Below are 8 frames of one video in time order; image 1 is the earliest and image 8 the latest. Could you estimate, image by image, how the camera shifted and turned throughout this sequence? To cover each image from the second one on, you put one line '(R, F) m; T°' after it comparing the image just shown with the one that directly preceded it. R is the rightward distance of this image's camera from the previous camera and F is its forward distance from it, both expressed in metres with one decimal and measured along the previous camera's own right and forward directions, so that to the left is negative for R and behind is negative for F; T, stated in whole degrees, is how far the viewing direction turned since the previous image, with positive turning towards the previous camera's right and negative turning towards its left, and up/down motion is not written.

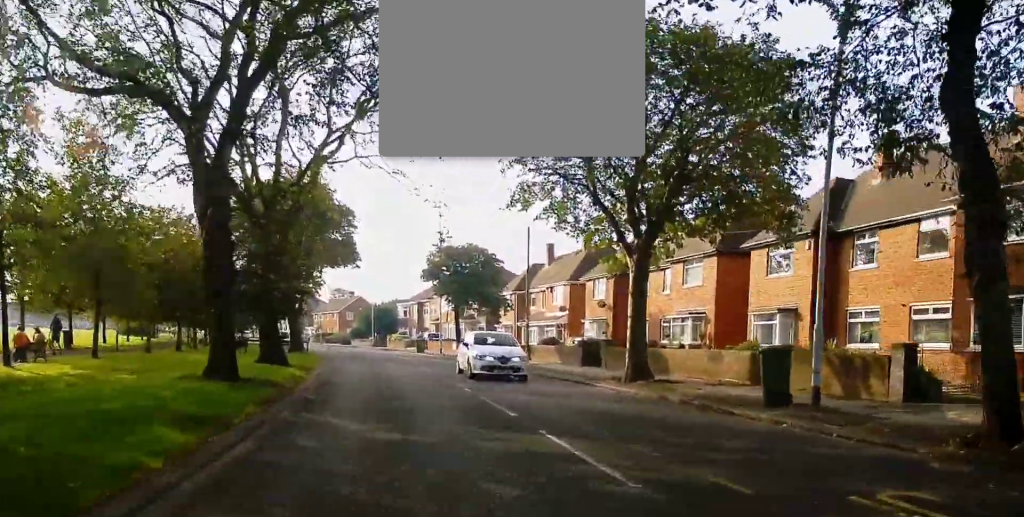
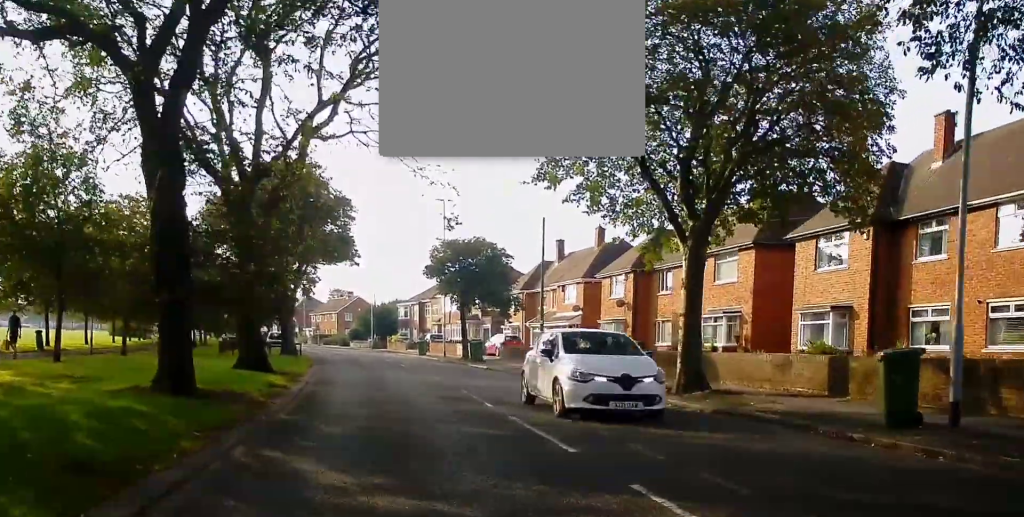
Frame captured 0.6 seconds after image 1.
(0.0, +3.1) m; 0°
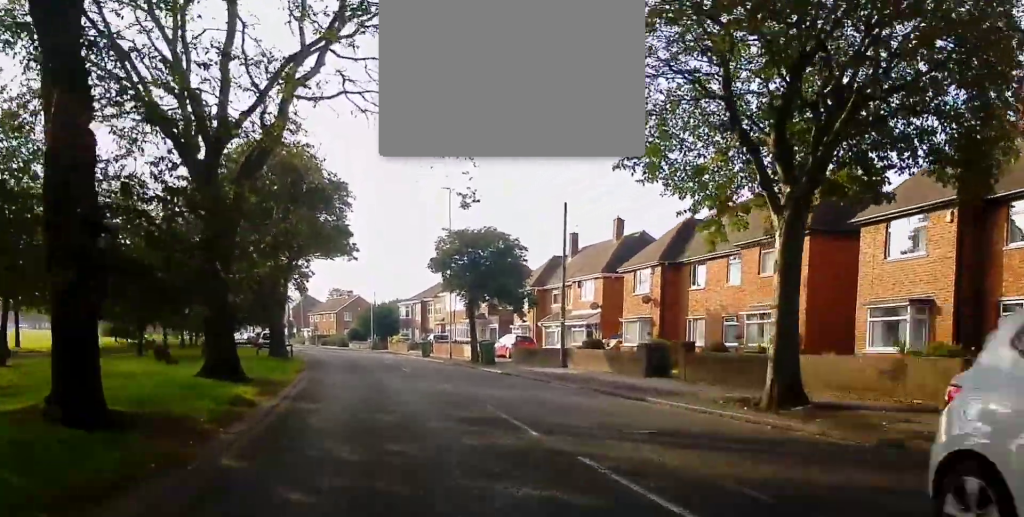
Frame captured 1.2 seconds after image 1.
(0.0, +3.2) m; -1°
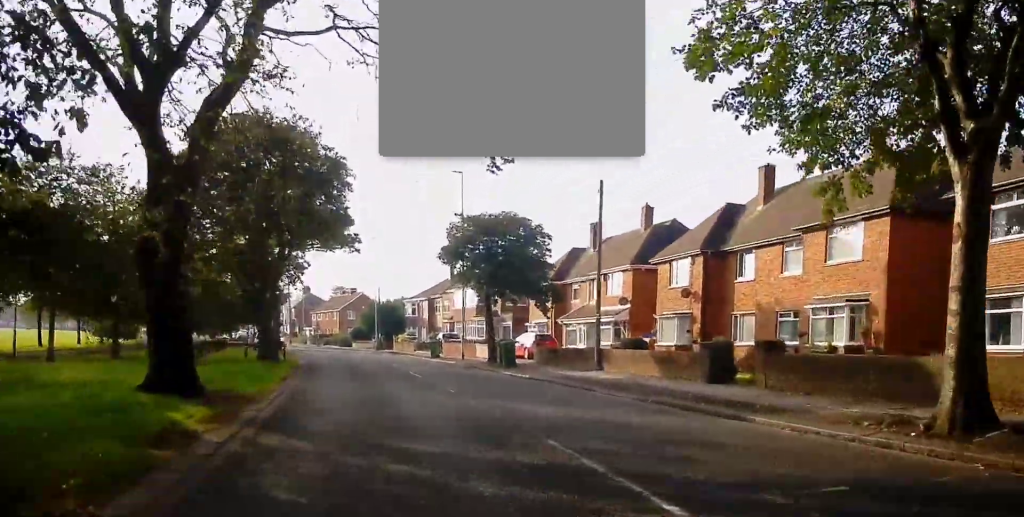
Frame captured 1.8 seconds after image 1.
(0.0, +3.7) m; -2°
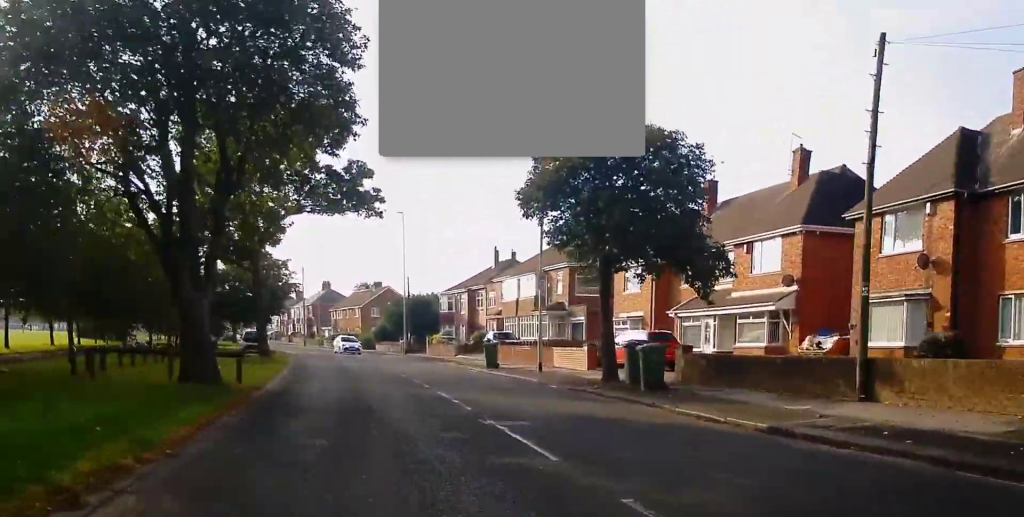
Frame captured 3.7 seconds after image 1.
(-0.6, +12.7) m; -4°
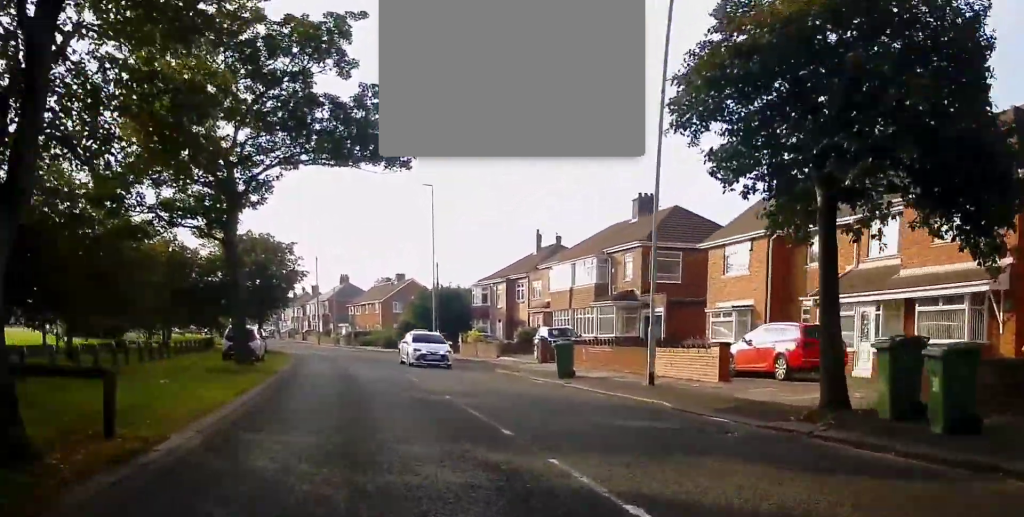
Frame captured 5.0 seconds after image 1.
(0.0, +9.2) m; +1°
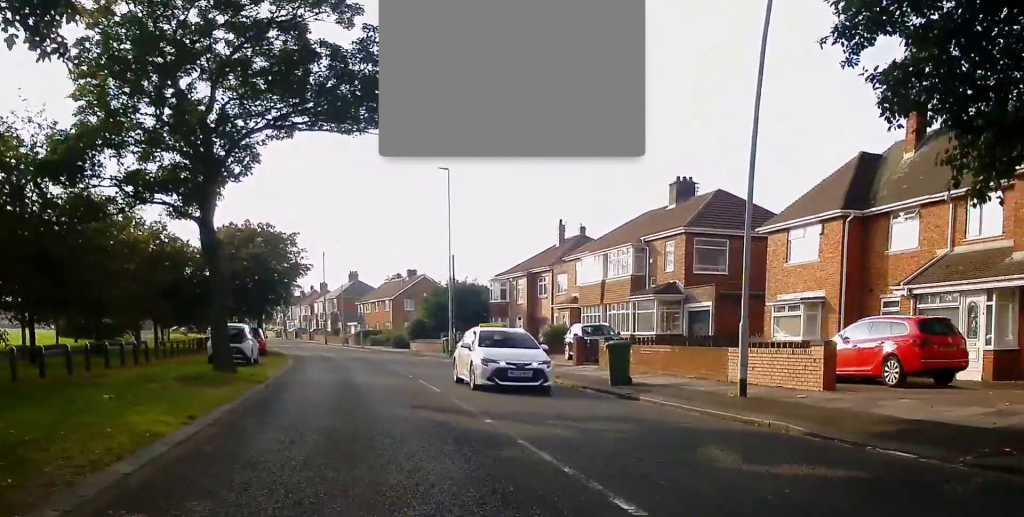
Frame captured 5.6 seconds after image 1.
(+0.1, +4.5) m; +1°
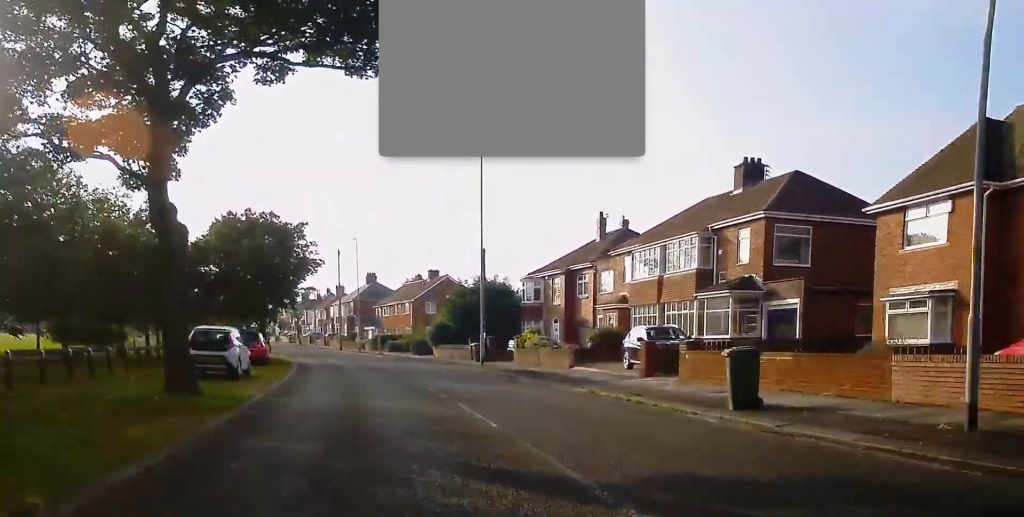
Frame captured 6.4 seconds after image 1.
(+0.2, +6.1) m; +1°
